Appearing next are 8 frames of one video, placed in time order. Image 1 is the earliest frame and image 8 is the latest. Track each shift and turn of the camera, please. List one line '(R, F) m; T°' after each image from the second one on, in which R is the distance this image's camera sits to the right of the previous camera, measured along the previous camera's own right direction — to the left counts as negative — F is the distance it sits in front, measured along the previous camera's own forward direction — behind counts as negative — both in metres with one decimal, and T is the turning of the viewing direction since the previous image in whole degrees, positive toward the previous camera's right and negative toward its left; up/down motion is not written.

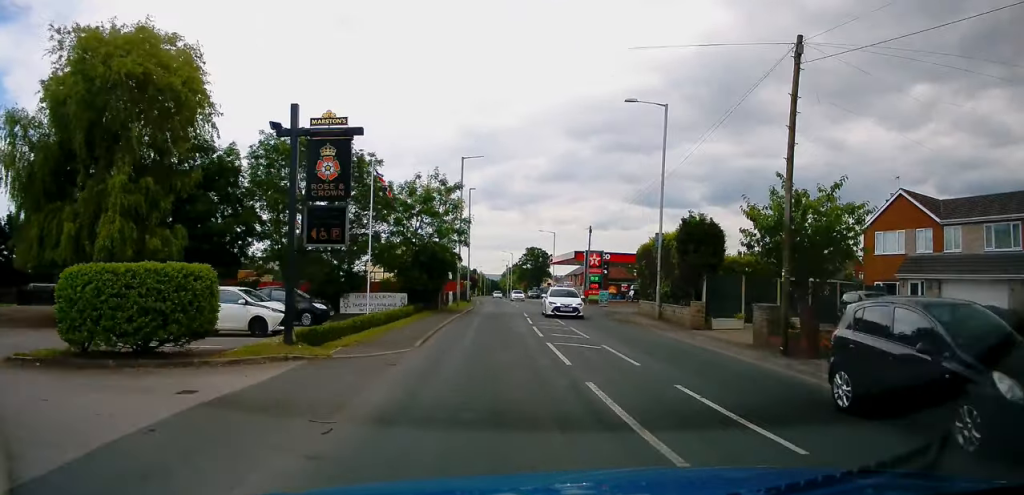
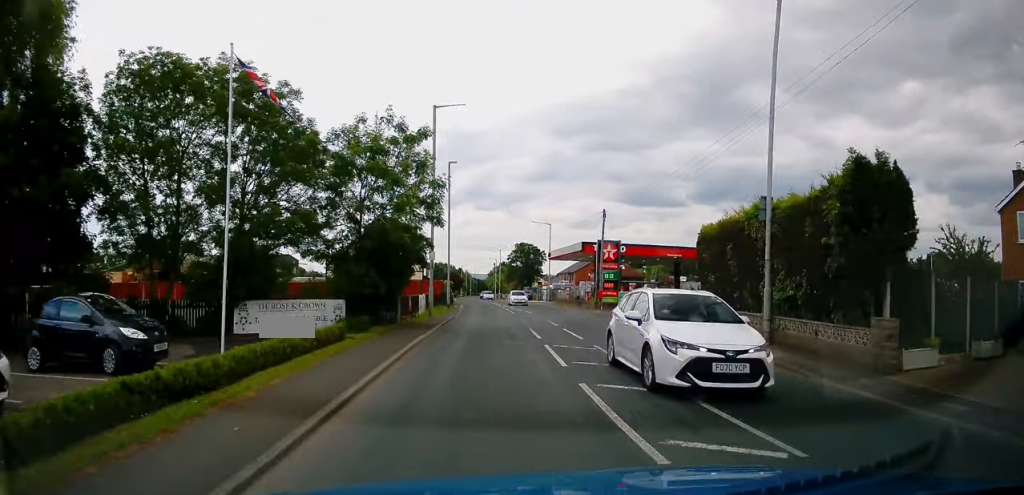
(0.0, +11.8) m; 0°
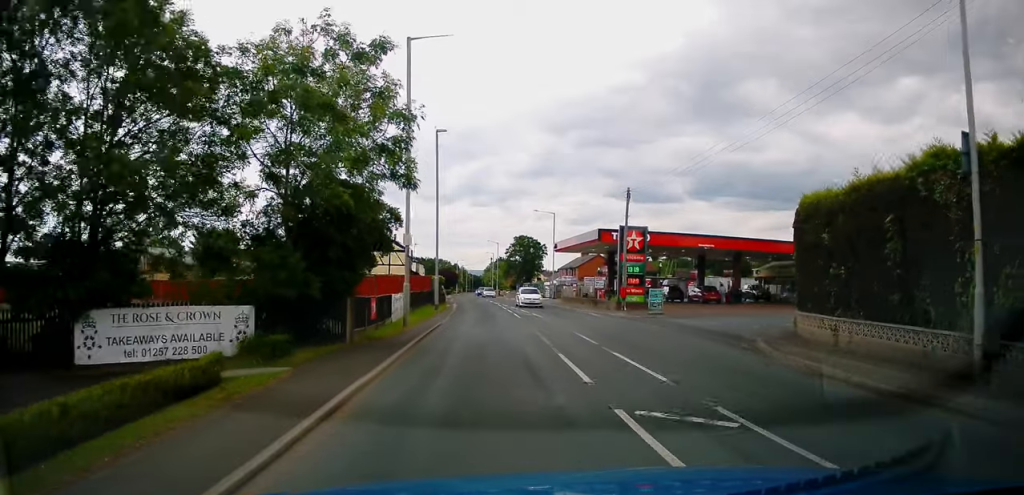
(0.0, +8.2) m; 0°
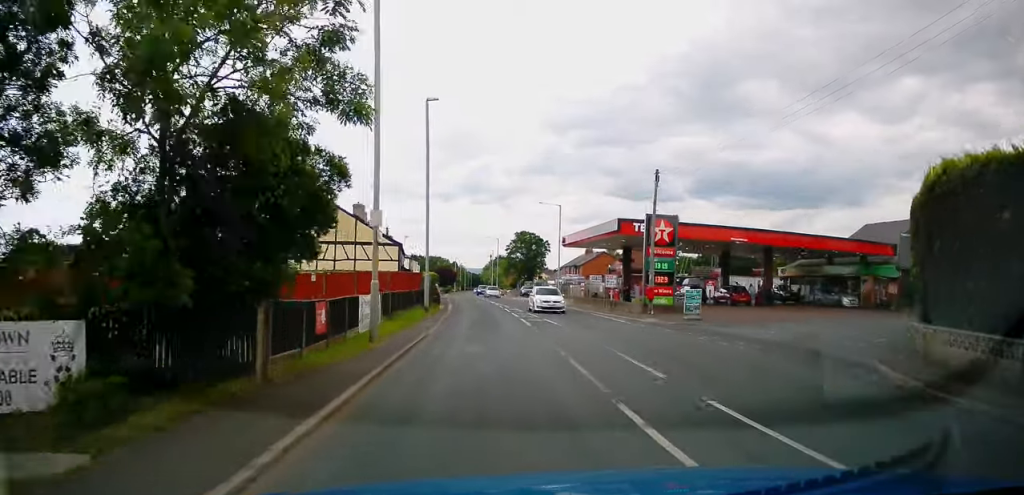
(0.0, +5.6) m; +1°
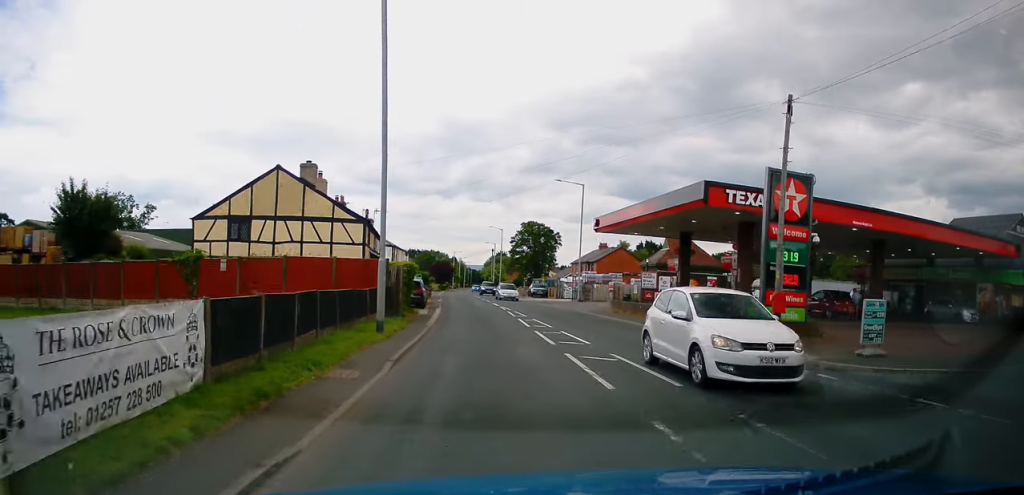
(+0.2, +13.1) m; +2°
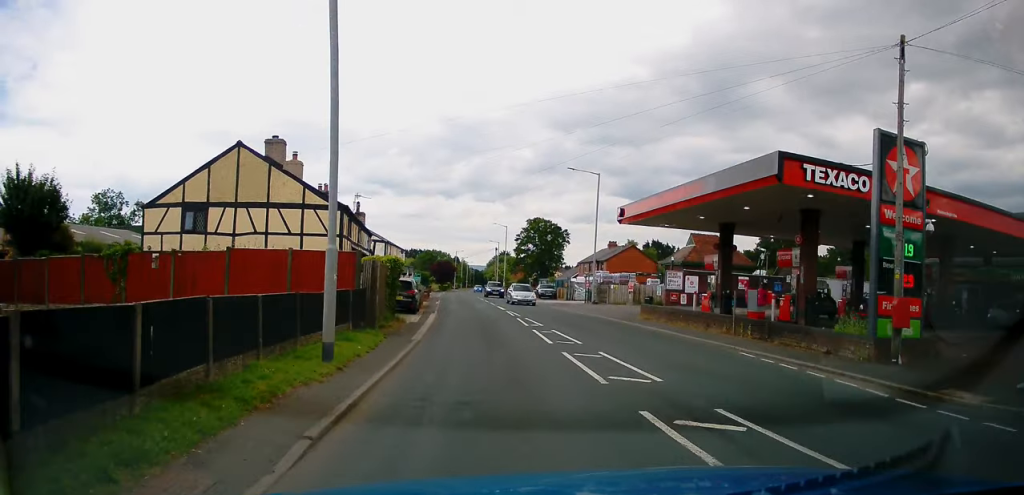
(+0.2, +5.7) m; 0°
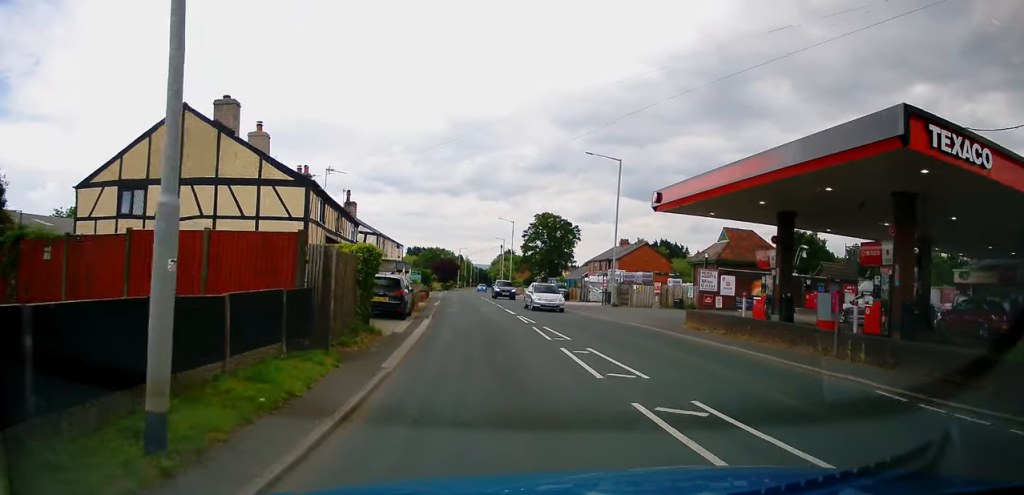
(+0.1, +5.5) m; 0°
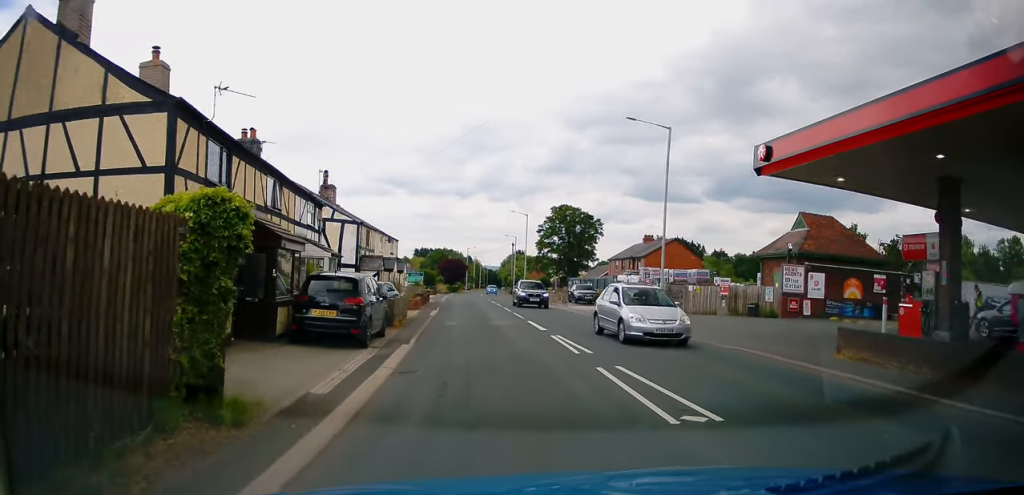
(-0.3, +8.9) m; -2°
